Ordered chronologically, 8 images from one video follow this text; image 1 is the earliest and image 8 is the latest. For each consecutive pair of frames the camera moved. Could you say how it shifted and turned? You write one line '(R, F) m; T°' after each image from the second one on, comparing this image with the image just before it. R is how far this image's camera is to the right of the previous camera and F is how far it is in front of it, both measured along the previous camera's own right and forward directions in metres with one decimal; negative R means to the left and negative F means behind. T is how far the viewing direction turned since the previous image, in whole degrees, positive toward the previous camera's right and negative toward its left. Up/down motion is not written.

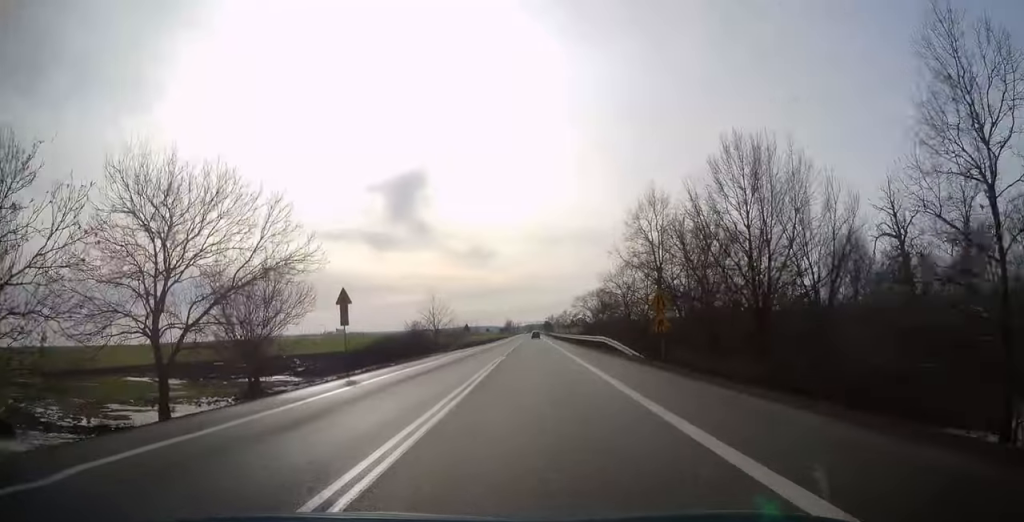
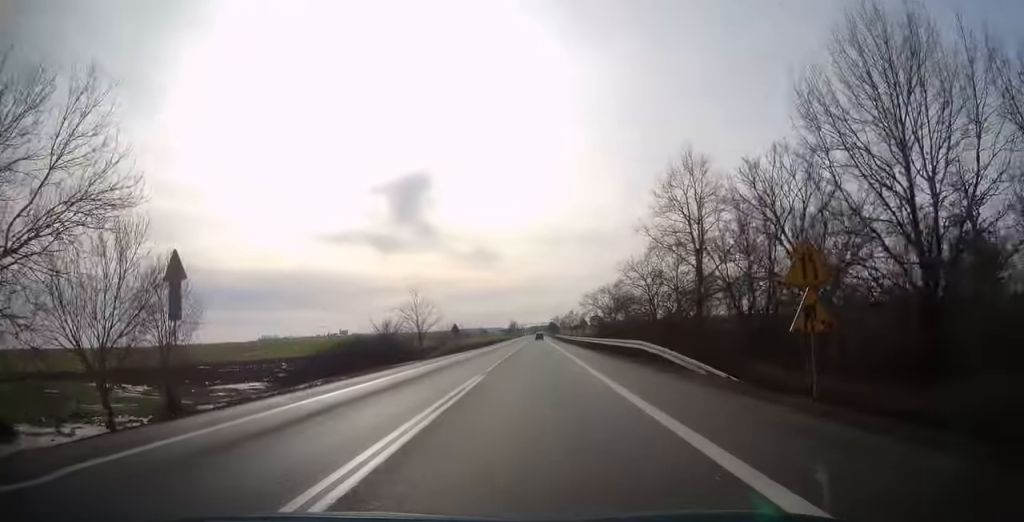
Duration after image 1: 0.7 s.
(0.0, +12.9) m; 0°
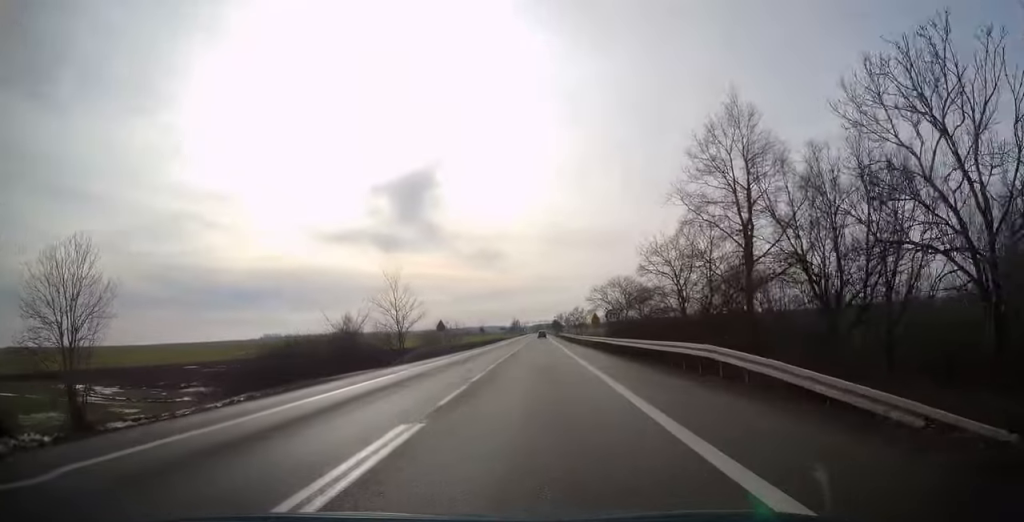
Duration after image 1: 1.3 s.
(0.0, +10.1) m; 0°
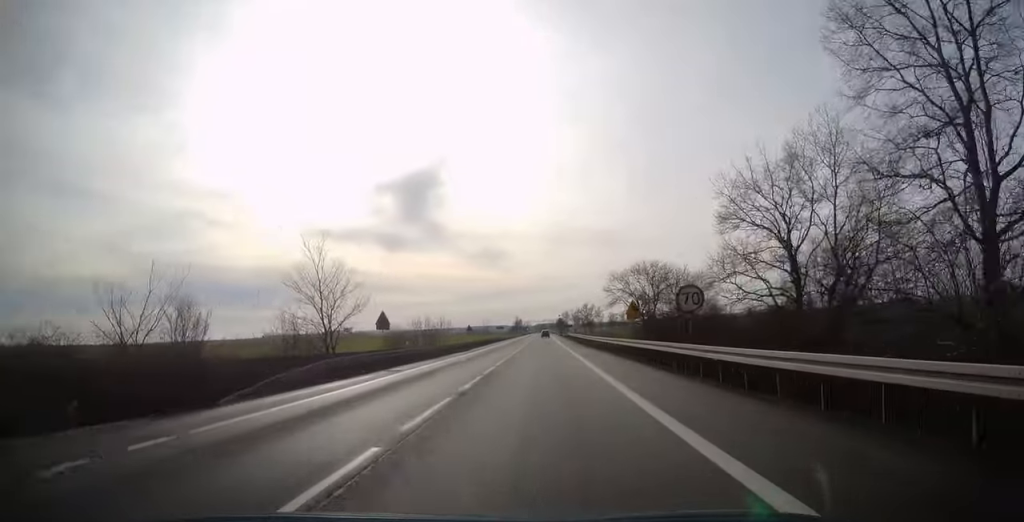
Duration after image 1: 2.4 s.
(-0.2, +19.5) m; -1°
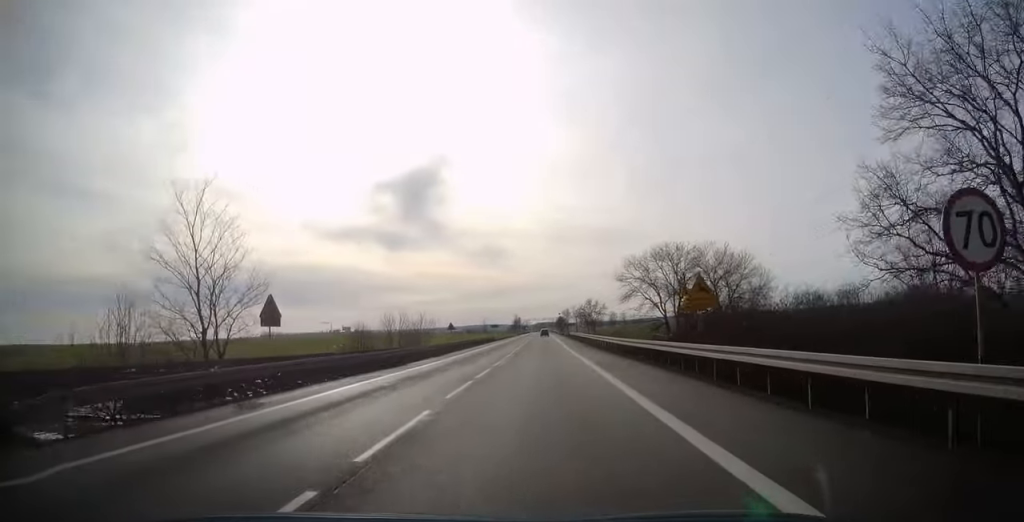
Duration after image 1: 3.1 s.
(0.0, +13.4) m; 0°
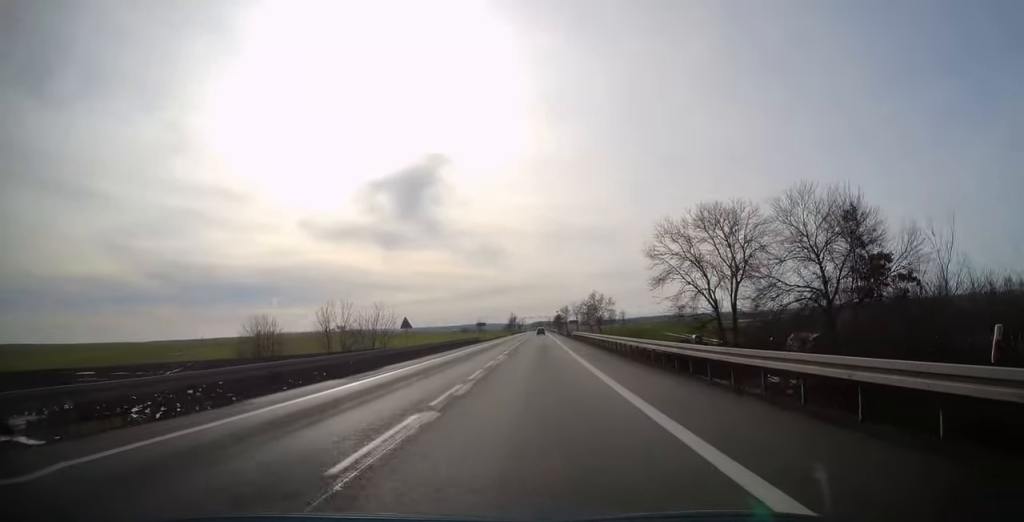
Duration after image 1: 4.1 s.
(+0.1, +17.7) m; 0°
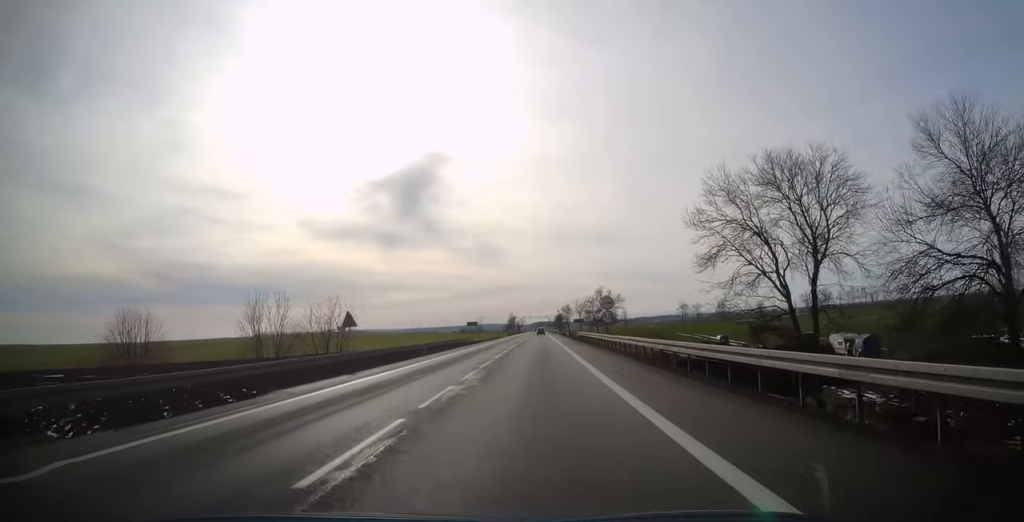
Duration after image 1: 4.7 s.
(0.0, +12.0) m; 0°
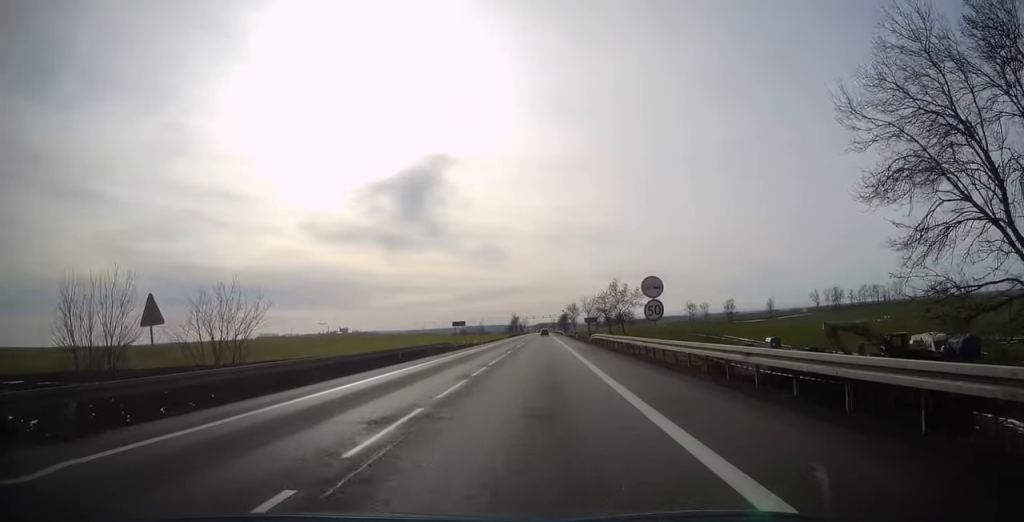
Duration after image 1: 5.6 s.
(+0.1, +15.8) m; 0°
